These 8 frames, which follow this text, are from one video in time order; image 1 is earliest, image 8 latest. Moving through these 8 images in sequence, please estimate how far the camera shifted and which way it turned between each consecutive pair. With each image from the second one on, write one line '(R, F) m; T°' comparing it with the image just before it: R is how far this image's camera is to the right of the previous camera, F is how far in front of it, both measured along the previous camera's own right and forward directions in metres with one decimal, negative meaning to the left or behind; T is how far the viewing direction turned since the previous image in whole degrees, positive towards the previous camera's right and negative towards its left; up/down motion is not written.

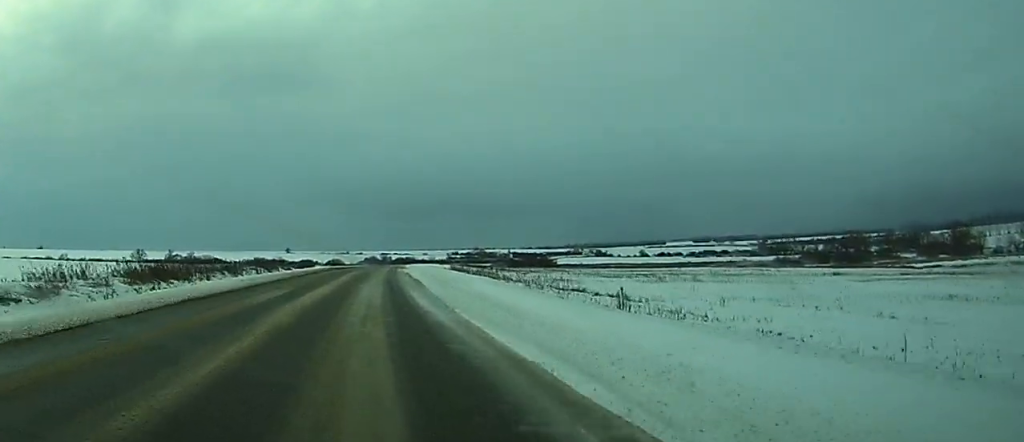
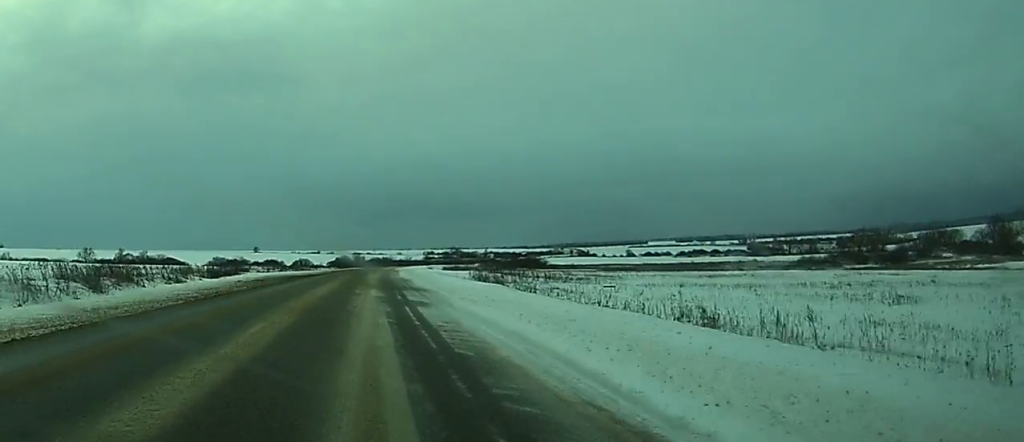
(+0.5, +54.1) m; +1°
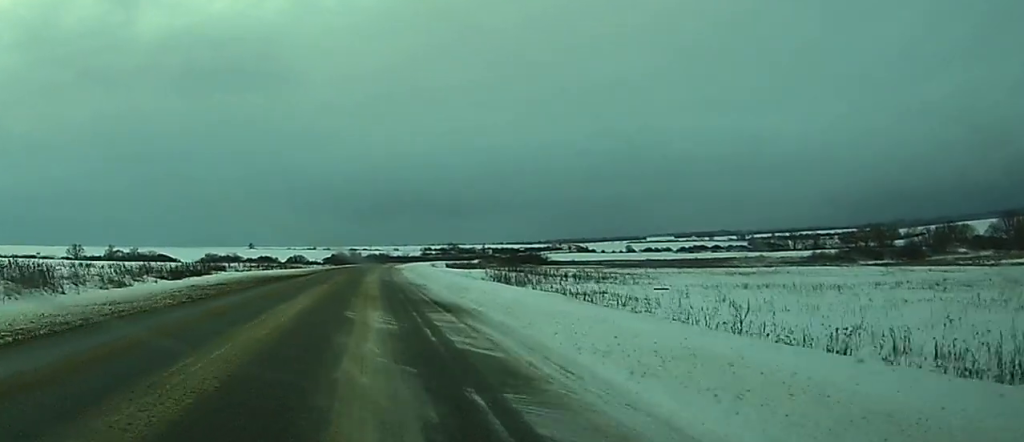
(+0.1, +13.4) m; +1°
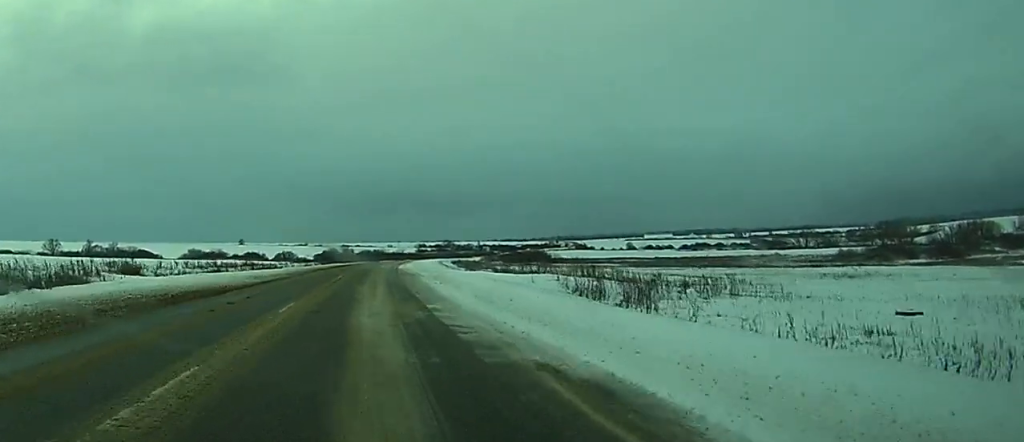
(+0.3, +28.5) m; +1°
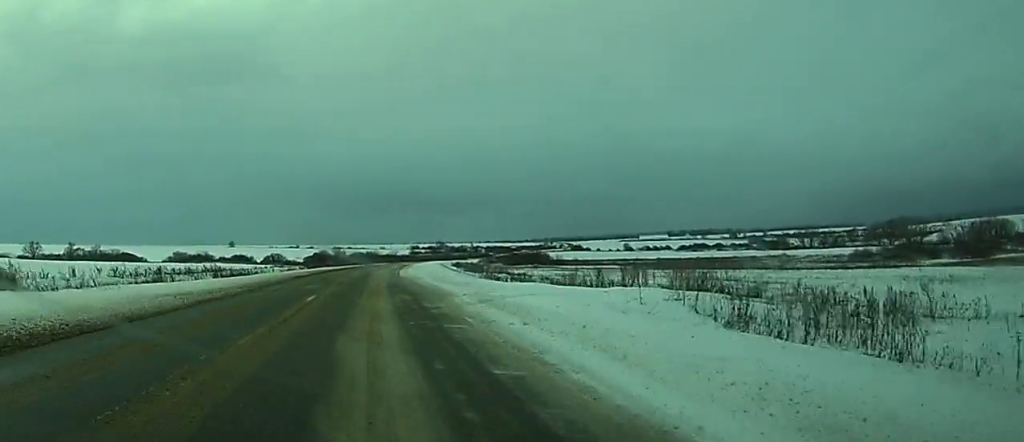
(0.0, +17.9) m; 0°
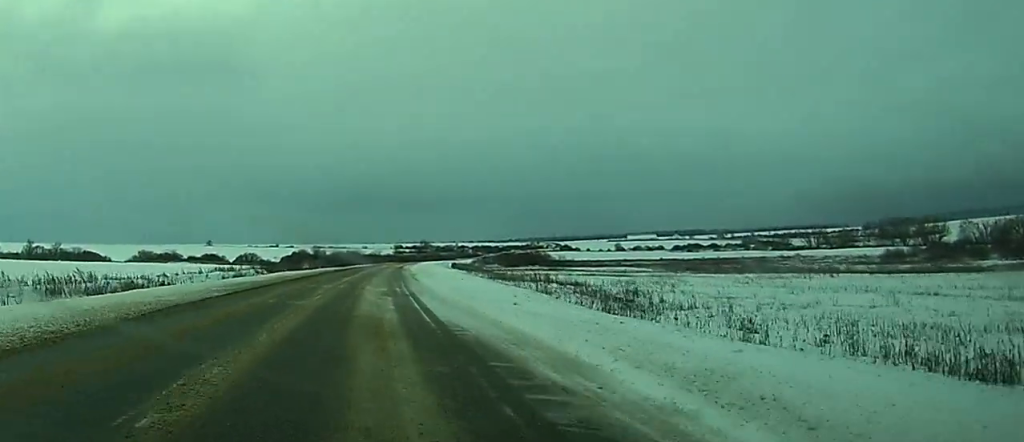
(0.0, +34.9) m; 0°
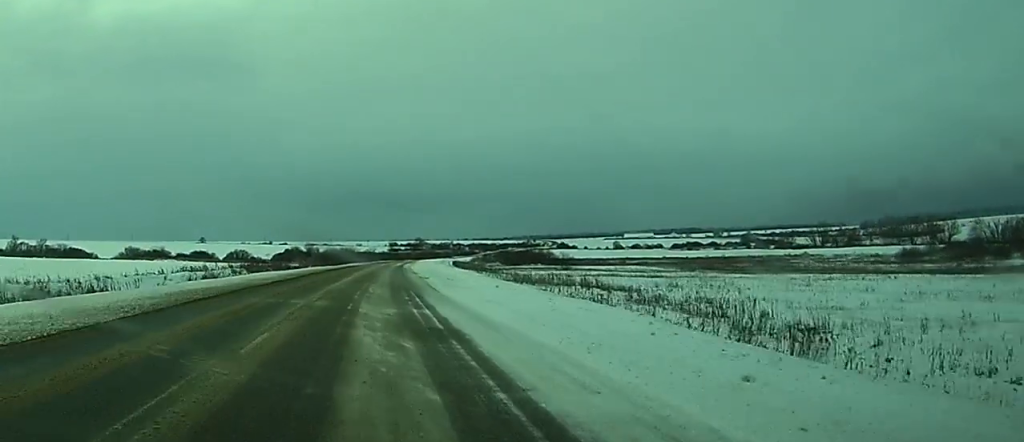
(-0.1, +13.4) m; 0°
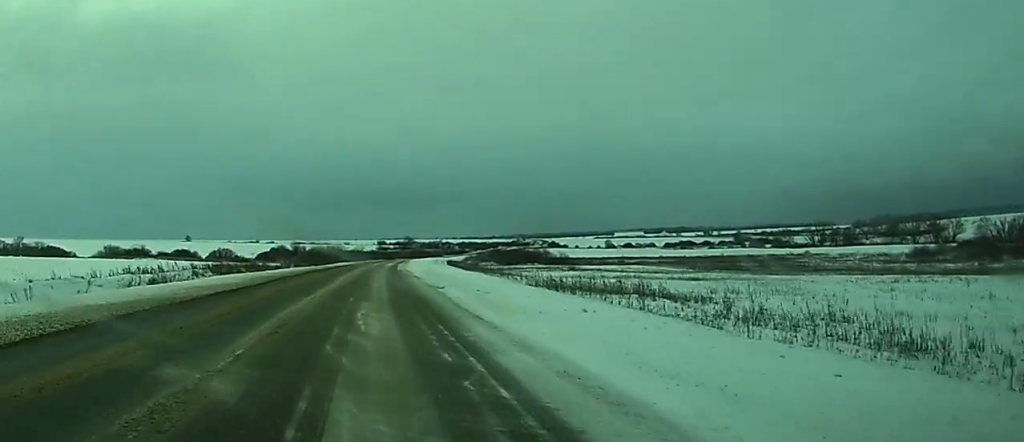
(0.0, +14.3) m; 0°
